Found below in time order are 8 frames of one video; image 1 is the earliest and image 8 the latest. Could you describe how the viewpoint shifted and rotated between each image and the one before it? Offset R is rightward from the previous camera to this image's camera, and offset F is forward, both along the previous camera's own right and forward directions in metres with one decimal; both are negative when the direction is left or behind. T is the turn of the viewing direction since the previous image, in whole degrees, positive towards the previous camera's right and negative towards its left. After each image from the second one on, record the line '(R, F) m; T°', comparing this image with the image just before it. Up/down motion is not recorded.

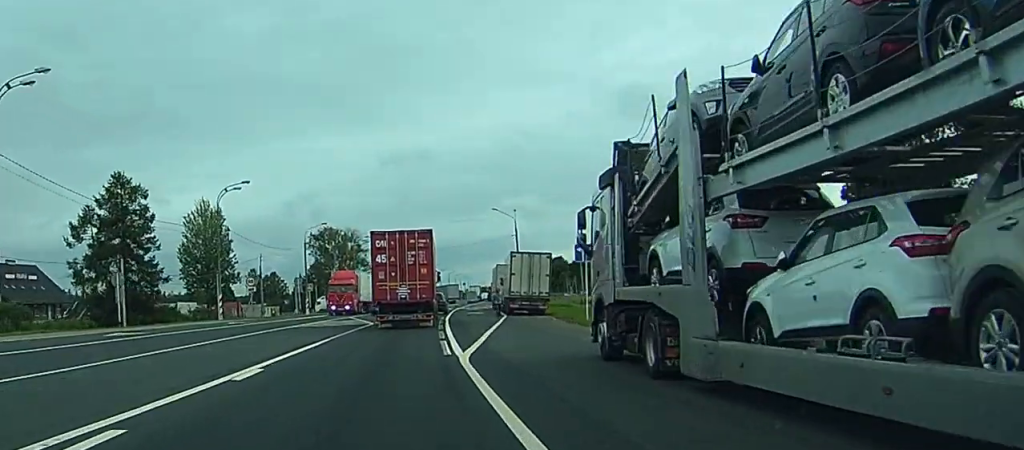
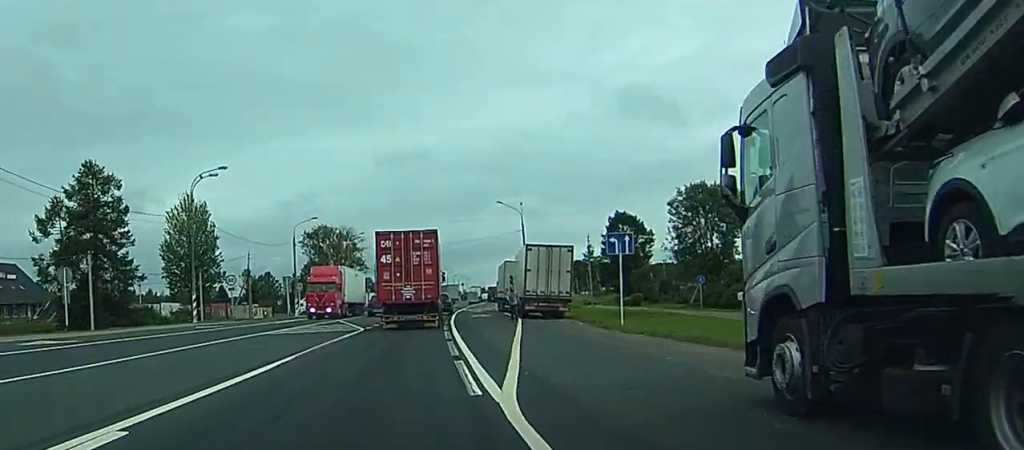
(0.0, +8.0) m; 0°
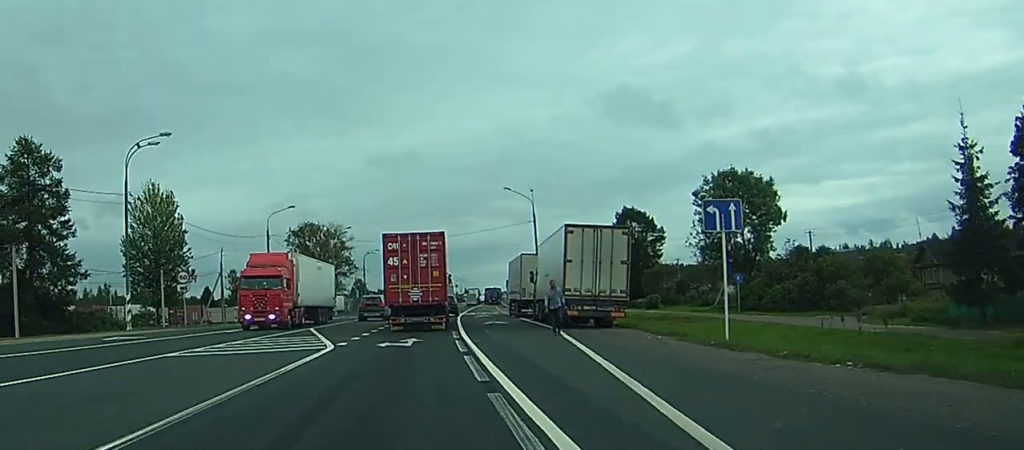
(0.0, +13.6) m; 0°
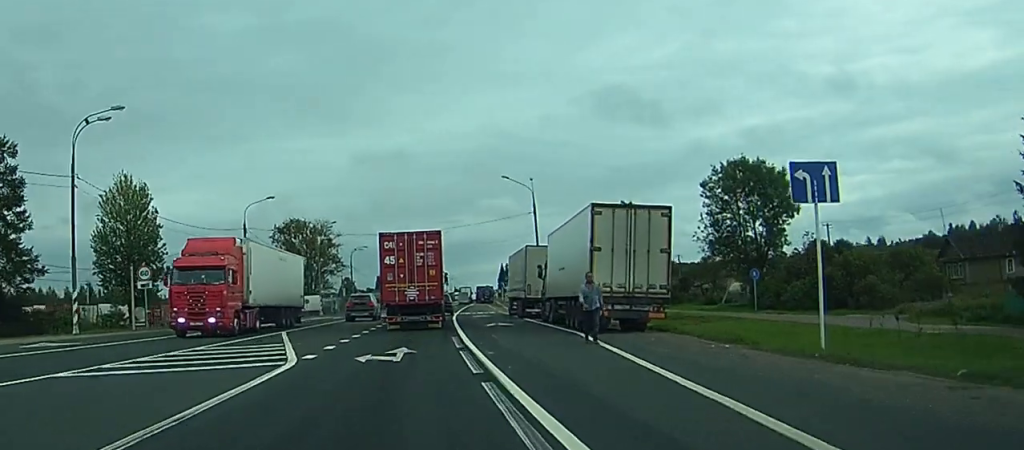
(0.0, +6.8) m; 0°
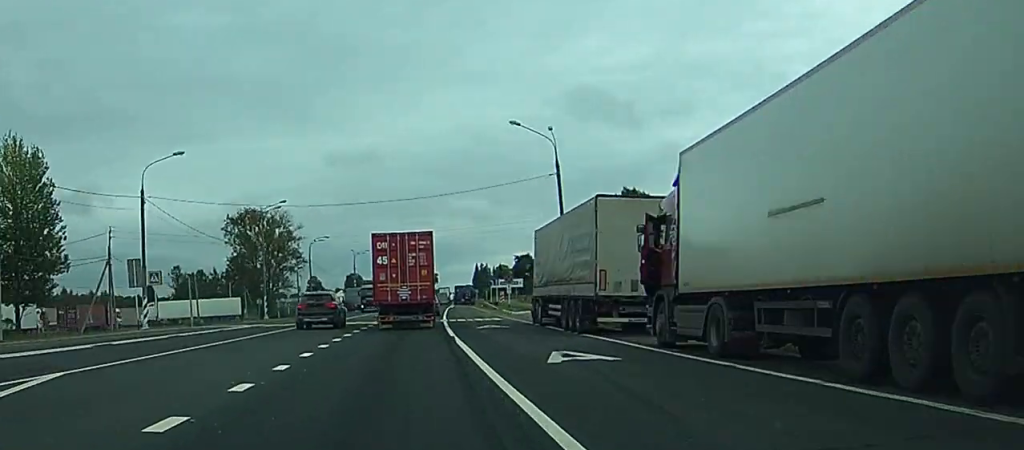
(+0.1, +23.4) m; +1°
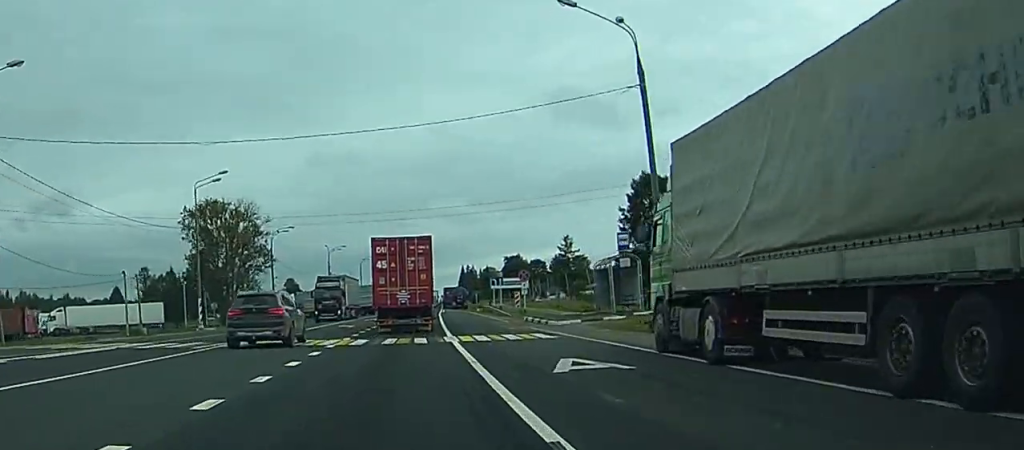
(+0.3, +21.5) m; +2°
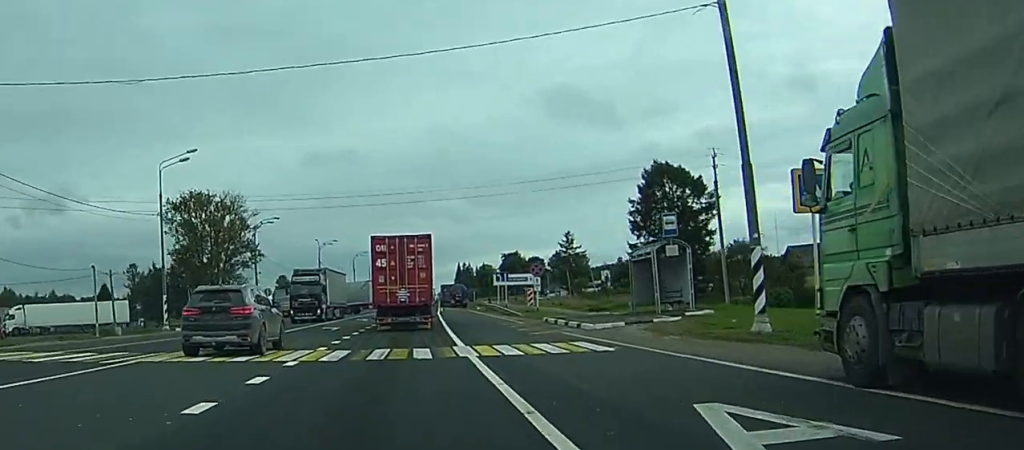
(0.0, +8.2) m; +1°
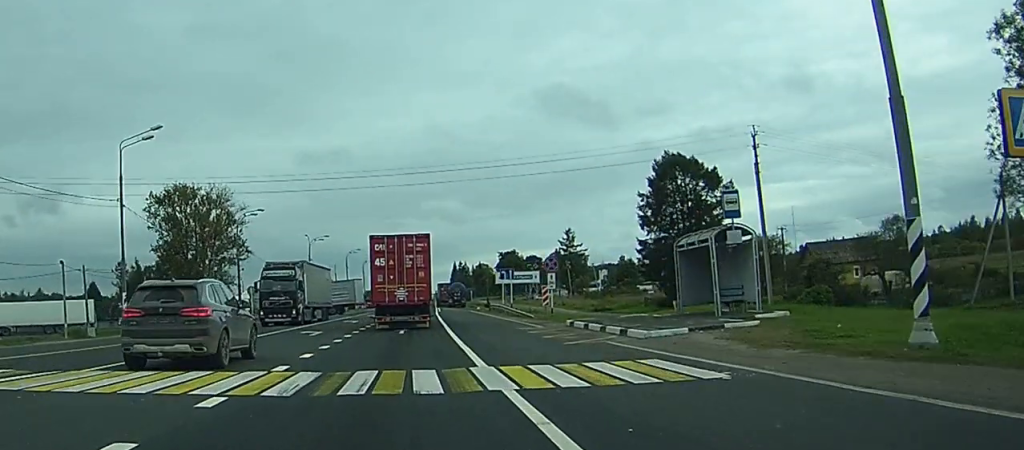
(+0.2, +7.1) m; +1°
